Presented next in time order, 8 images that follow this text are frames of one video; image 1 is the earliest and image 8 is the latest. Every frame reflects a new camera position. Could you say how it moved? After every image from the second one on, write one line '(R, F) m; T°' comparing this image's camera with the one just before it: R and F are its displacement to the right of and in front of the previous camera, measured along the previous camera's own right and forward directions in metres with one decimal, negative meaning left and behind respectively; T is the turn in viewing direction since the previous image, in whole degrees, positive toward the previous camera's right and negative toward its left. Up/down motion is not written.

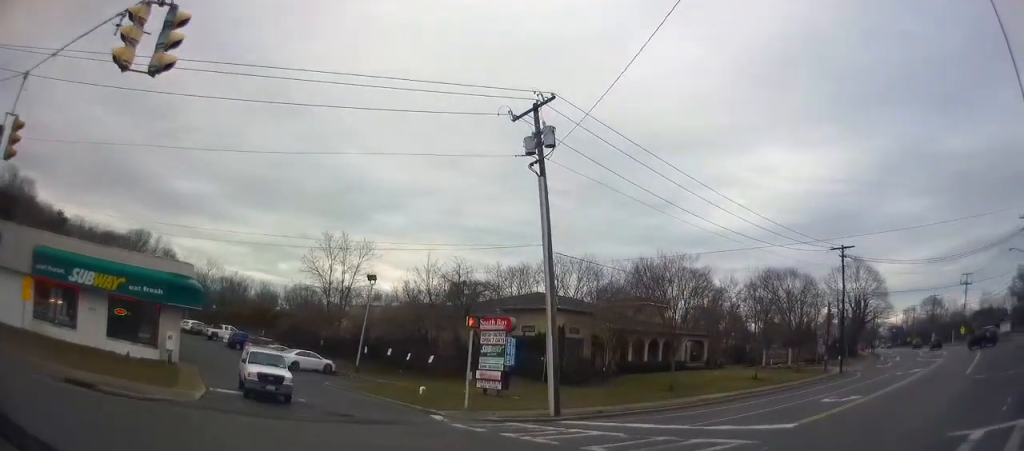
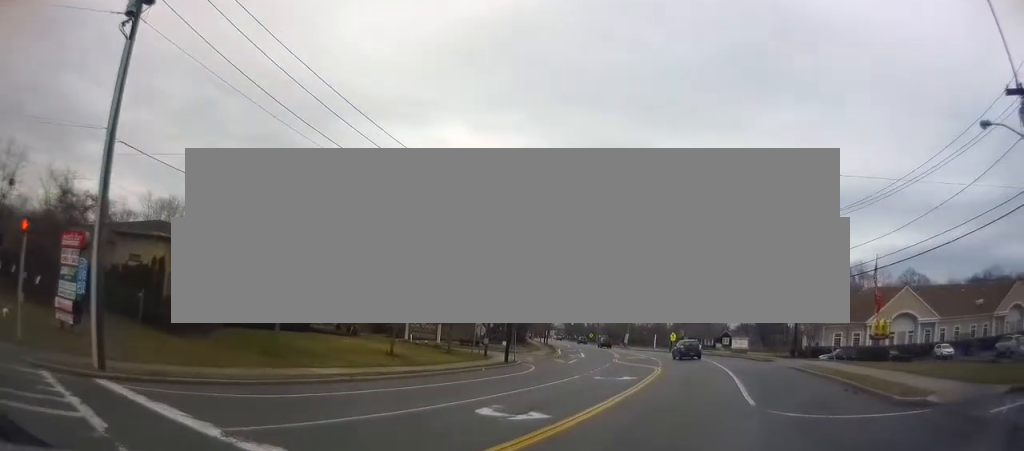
(+1.9, +7.6) m; +21°
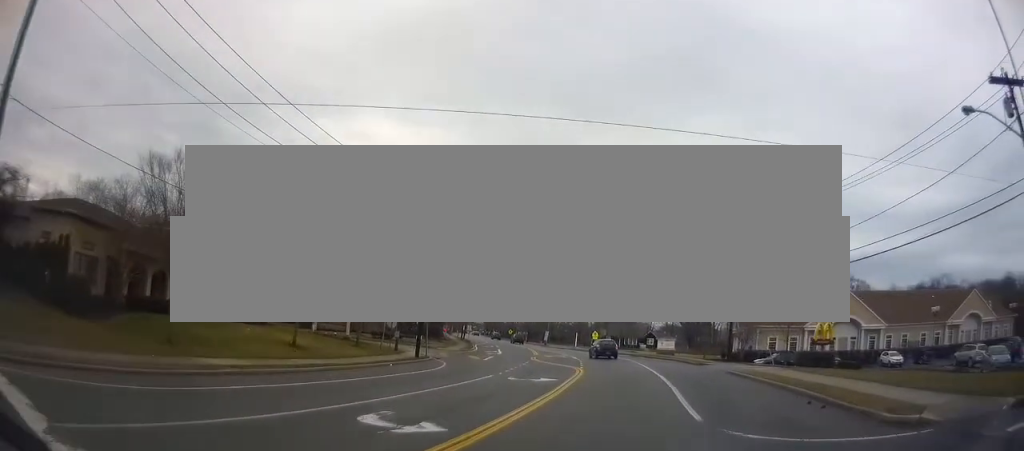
(+0.1, +2.7) m; +3°
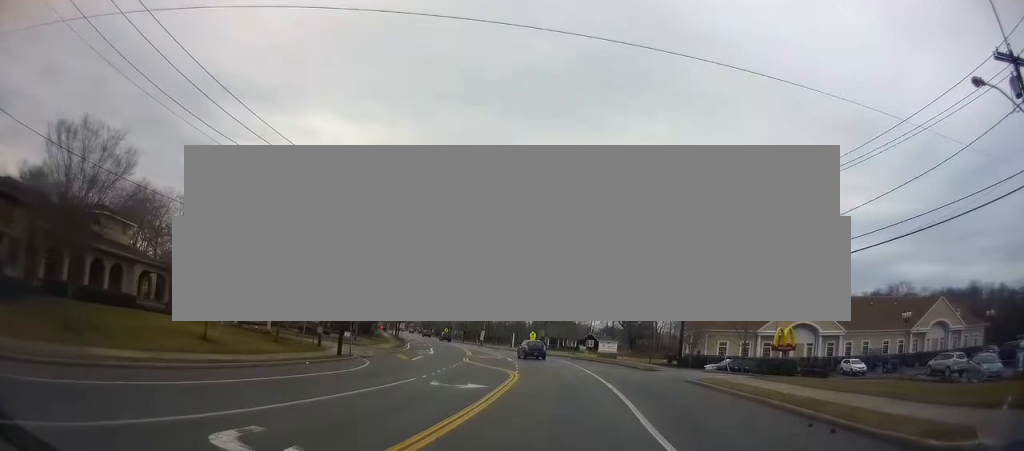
(+0.1, +3.6) m; +2°
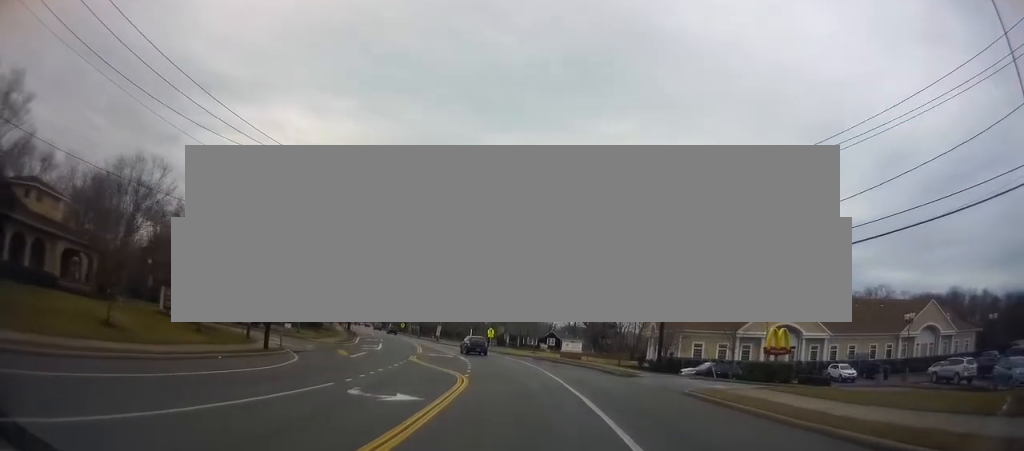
(+0.1, +5.9) m; +2°
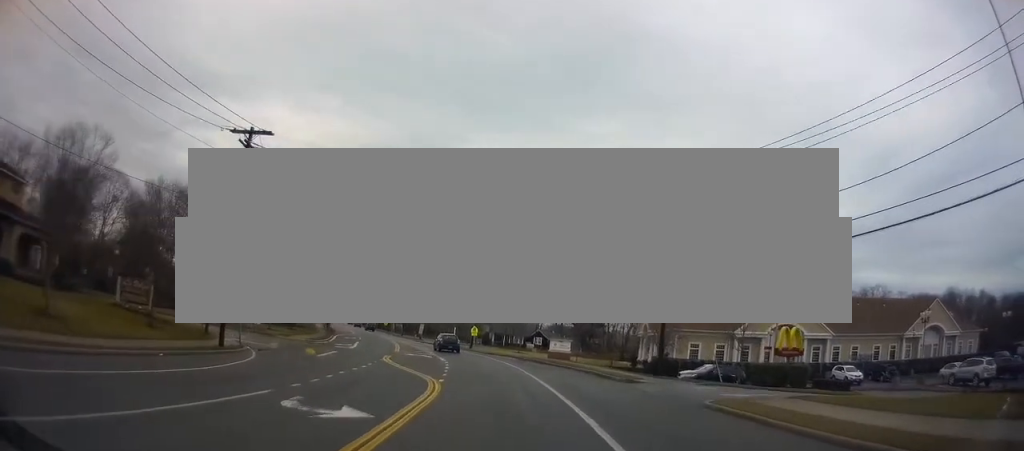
(0.0, +3.9) m; +1°
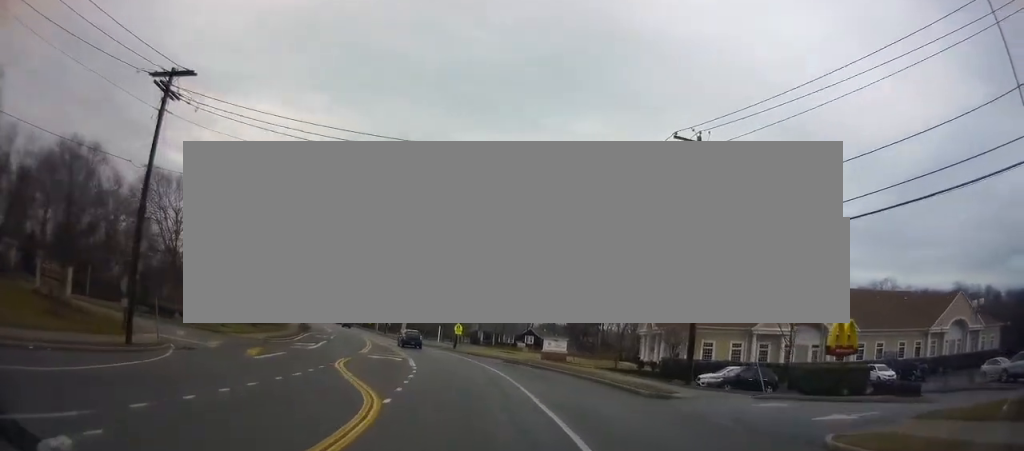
(+0.1, +7.8) m; 0°
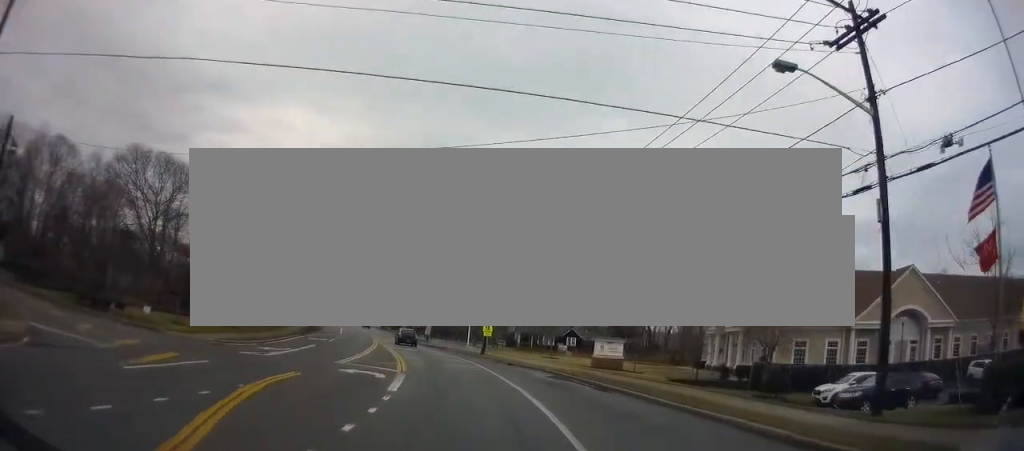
(-0.4, +12.4) m; -5°
